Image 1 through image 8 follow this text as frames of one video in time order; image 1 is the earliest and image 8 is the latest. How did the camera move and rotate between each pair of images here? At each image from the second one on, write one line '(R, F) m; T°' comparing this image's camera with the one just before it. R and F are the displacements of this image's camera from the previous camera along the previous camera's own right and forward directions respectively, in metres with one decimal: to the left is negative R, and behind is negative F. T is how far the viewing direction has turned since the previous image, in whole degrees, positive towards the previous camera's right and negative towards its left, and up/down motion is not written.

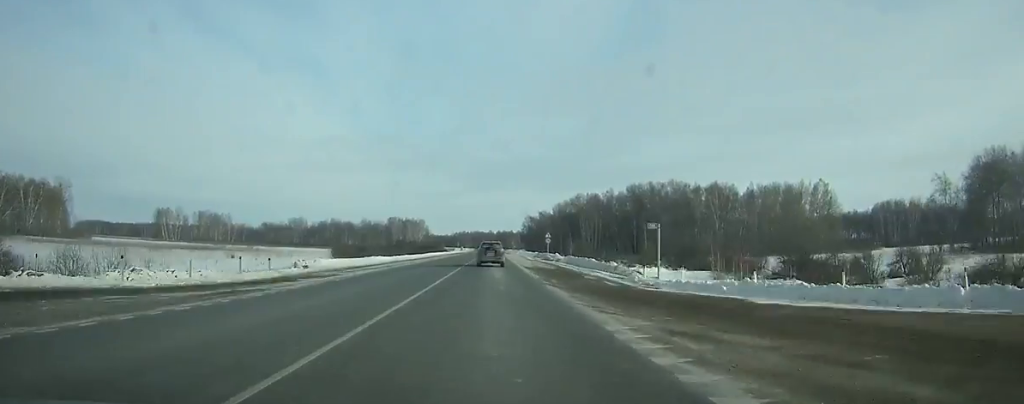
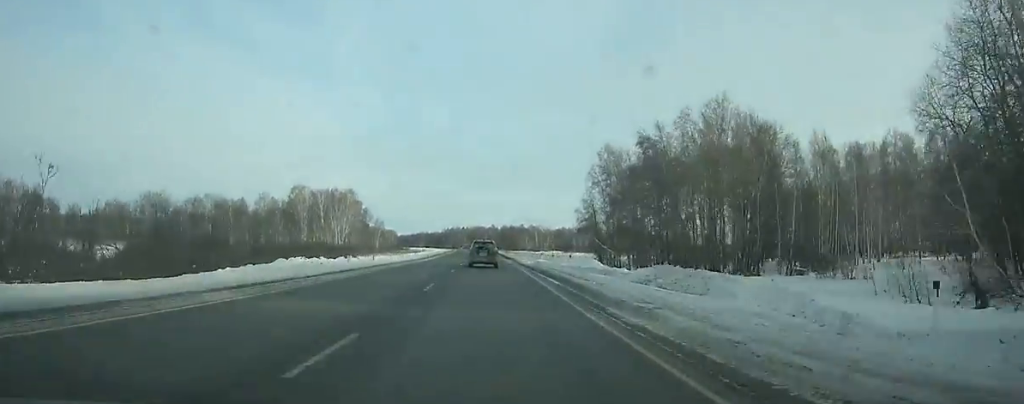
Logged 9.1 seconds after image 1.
(-0.8, +219.4) m; -1°
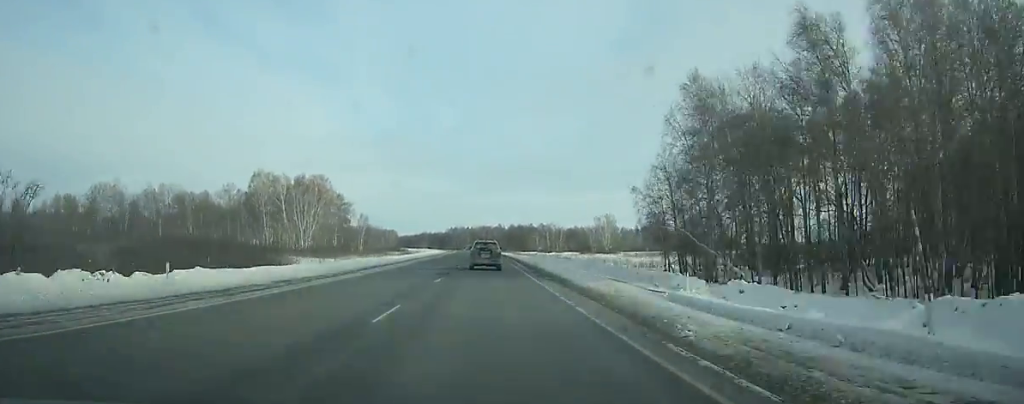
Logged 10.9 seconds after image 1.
(0.0, +43.2) m; -1°
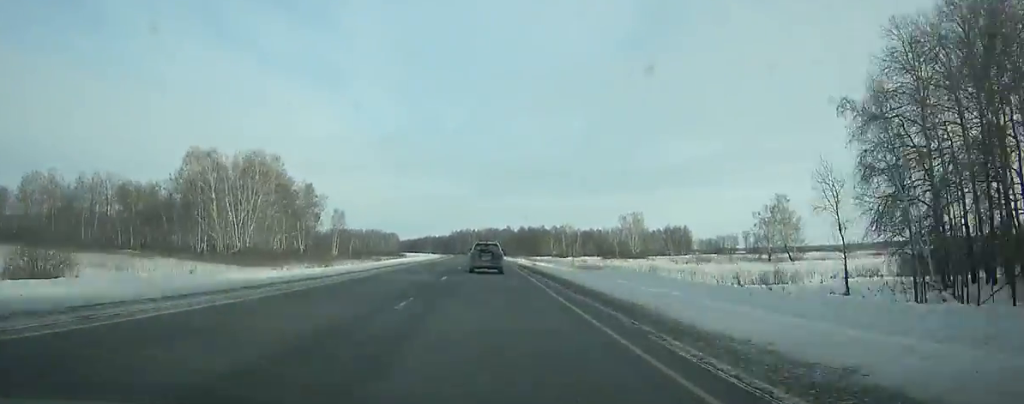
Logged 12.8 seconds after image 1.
(-0.4, +45.5) m; -1°
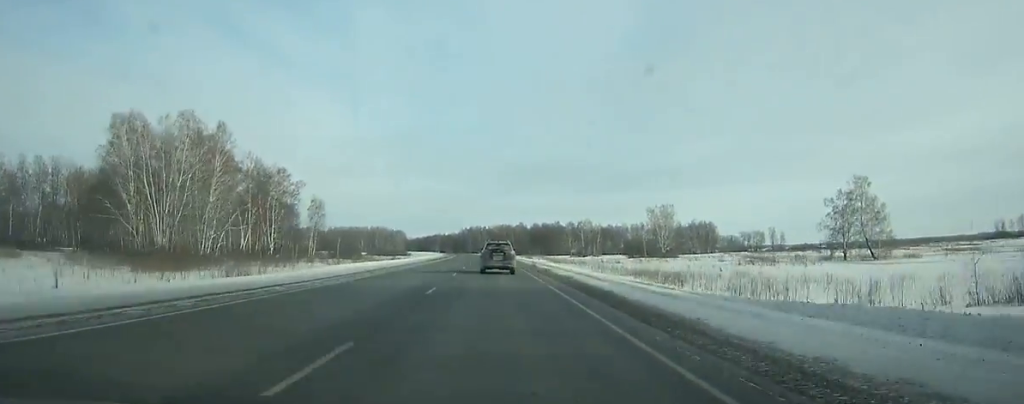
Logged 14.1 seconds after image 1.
(-0.2, +31.2) m; -1°
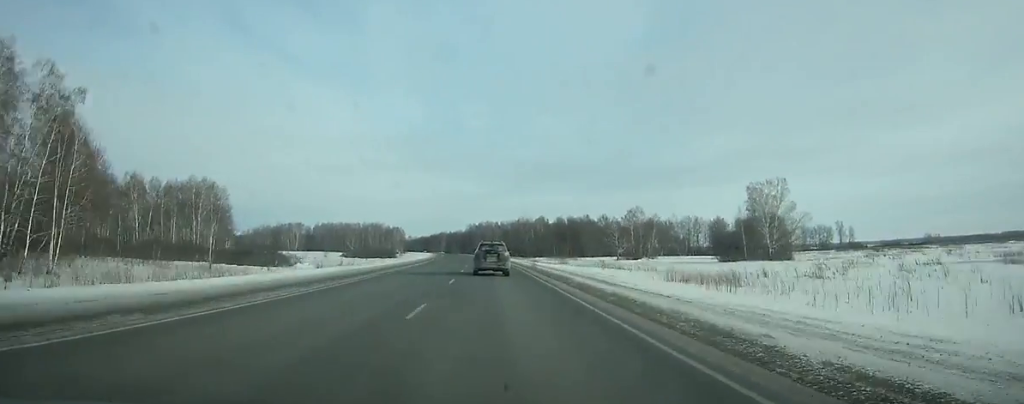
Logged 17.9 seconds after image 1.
(-1.4, +91.2) m; -2°
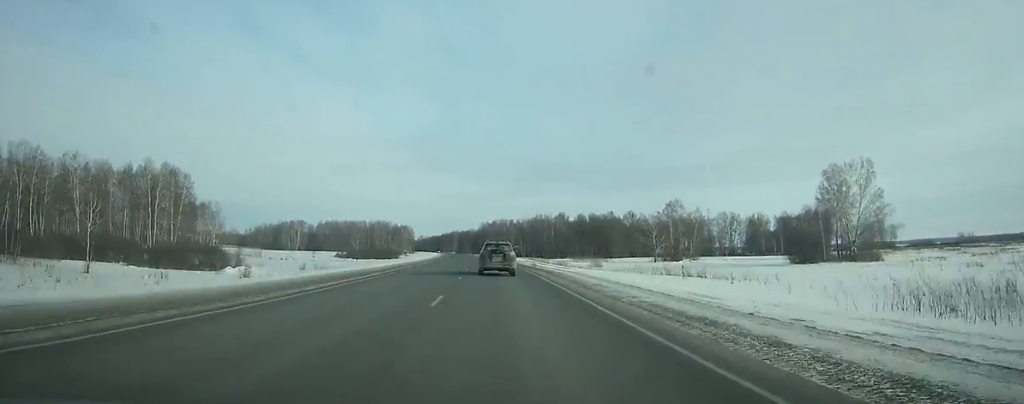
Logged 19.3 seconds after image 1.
(+0.1, +33.7) m; -1°
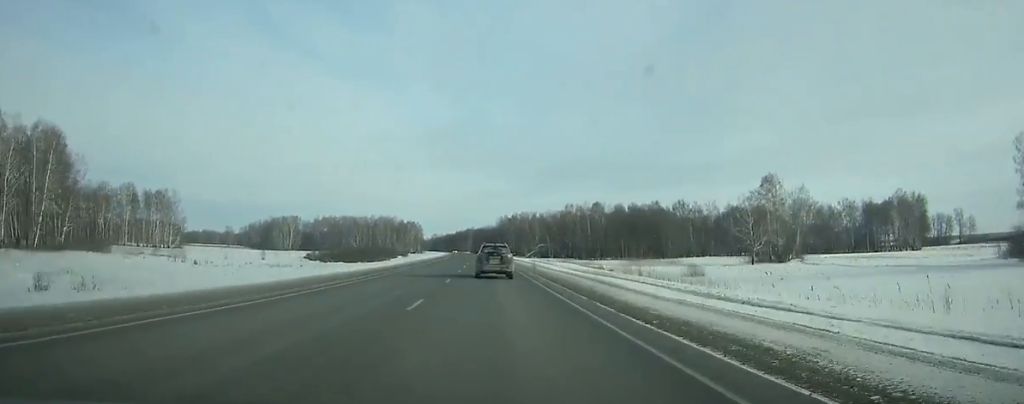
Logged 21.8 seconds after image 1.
(-1.1, +60.8) m; -1°
